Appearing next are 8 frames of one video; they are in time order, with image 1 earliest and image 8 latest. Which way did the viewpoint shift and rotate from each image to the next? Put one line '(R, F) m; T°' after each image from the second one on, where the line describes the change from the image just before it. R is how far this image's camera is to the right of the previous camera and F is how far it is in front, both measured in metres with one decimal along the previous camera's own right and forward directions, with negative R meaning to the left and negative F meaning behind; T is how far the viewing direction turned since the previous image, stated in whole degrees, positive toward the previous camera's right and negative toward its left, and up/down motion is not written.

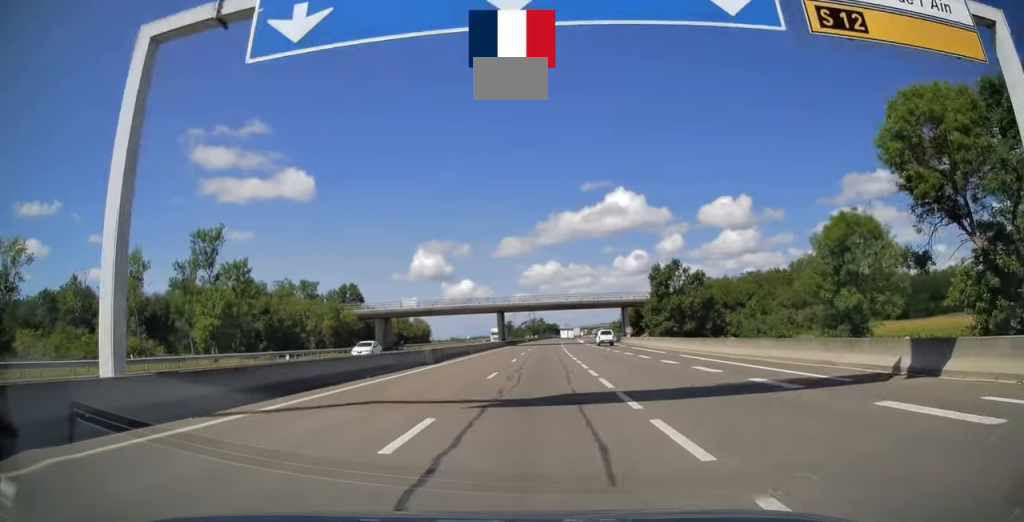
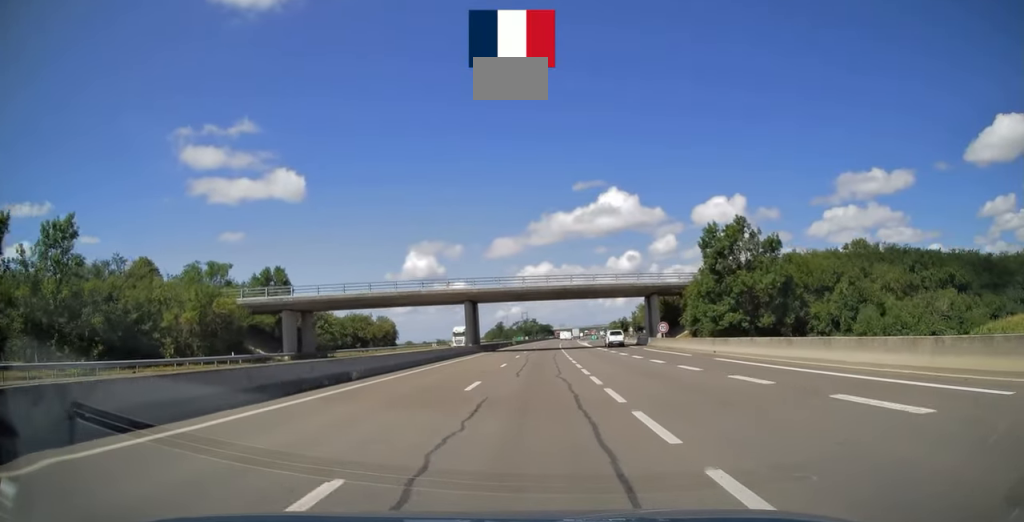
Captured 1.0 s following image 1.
(+0.1, +30.5) m; +1°
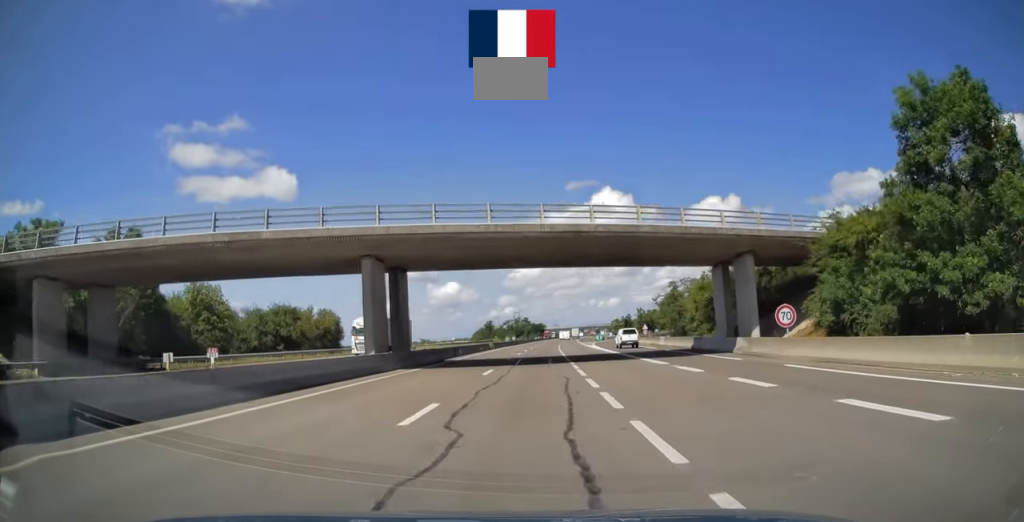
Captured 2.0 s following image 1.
(+0.4, +32.6) m; +1°
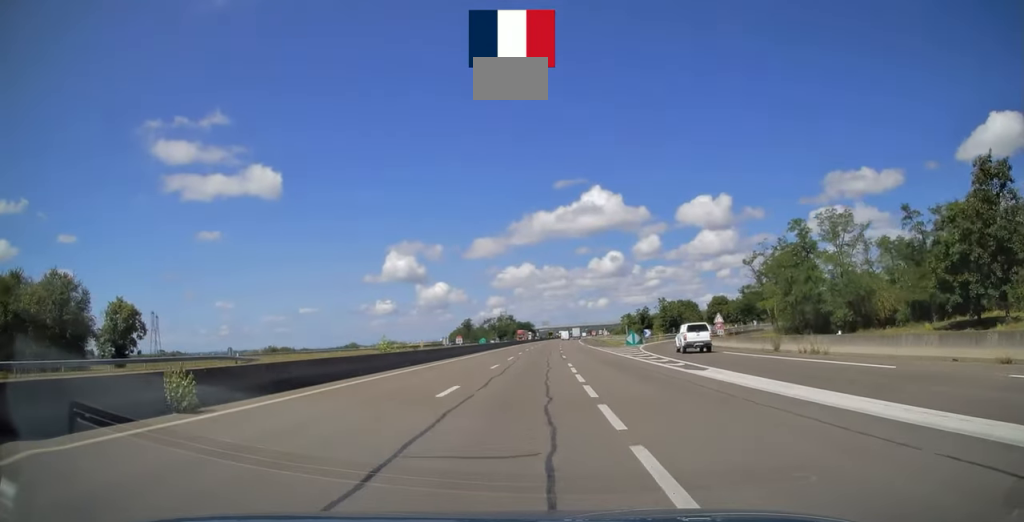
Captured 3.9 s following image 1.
(+0.8, +61.0) m; +2°
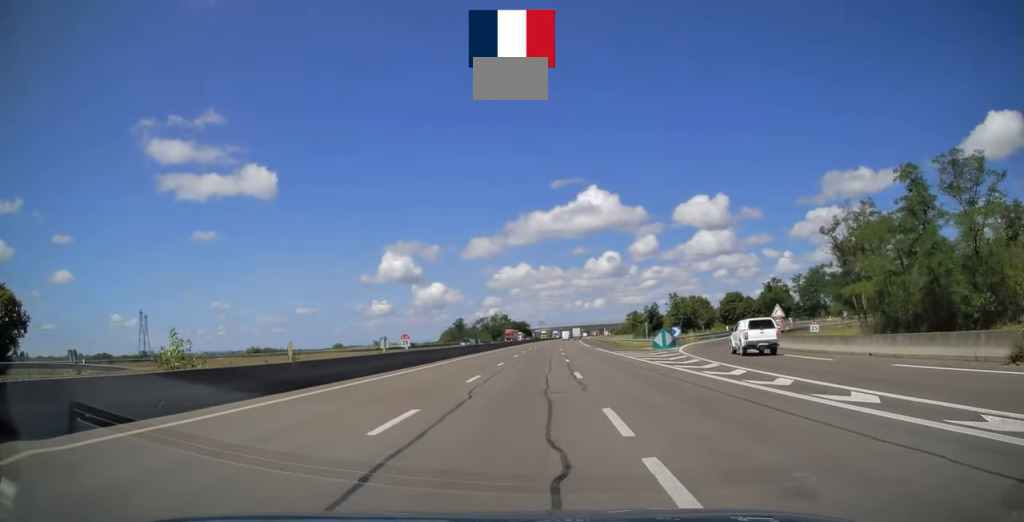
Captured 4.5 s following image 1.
(0.0, +18.8) m; 0°
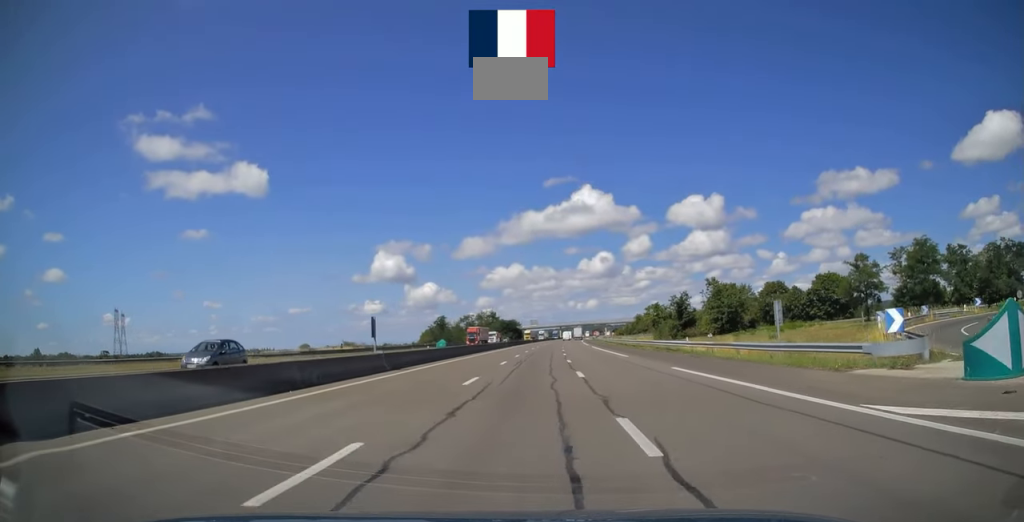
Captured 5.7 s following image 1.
(0.0, +38.6) m; 0°
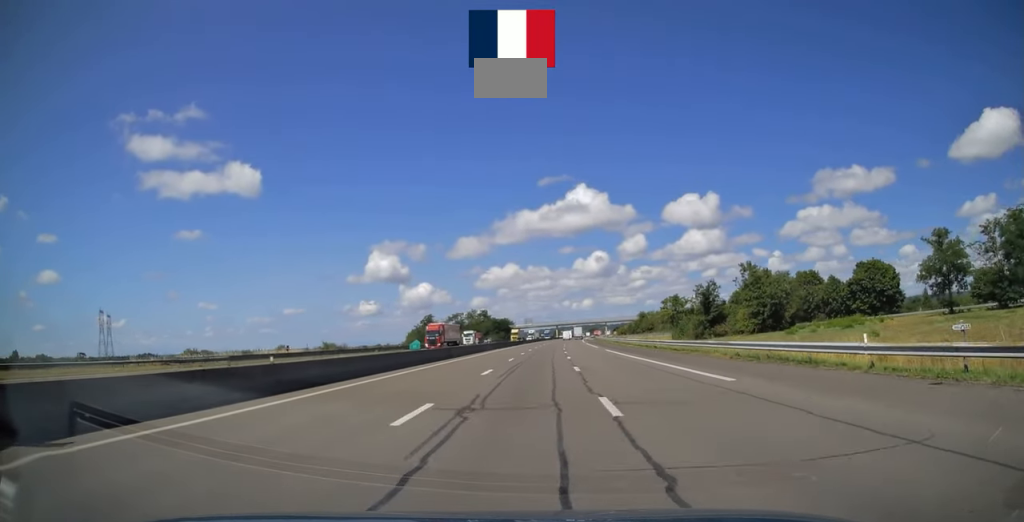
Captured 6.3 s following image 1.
(0.0, +21.4) m; 0°
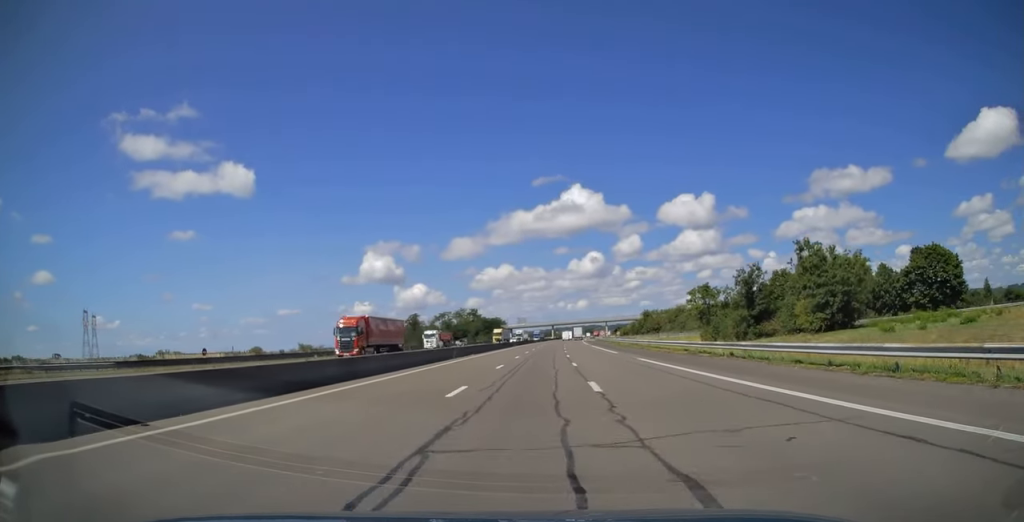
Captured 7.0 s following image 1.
(+0.1, +21.4) m; +1°
